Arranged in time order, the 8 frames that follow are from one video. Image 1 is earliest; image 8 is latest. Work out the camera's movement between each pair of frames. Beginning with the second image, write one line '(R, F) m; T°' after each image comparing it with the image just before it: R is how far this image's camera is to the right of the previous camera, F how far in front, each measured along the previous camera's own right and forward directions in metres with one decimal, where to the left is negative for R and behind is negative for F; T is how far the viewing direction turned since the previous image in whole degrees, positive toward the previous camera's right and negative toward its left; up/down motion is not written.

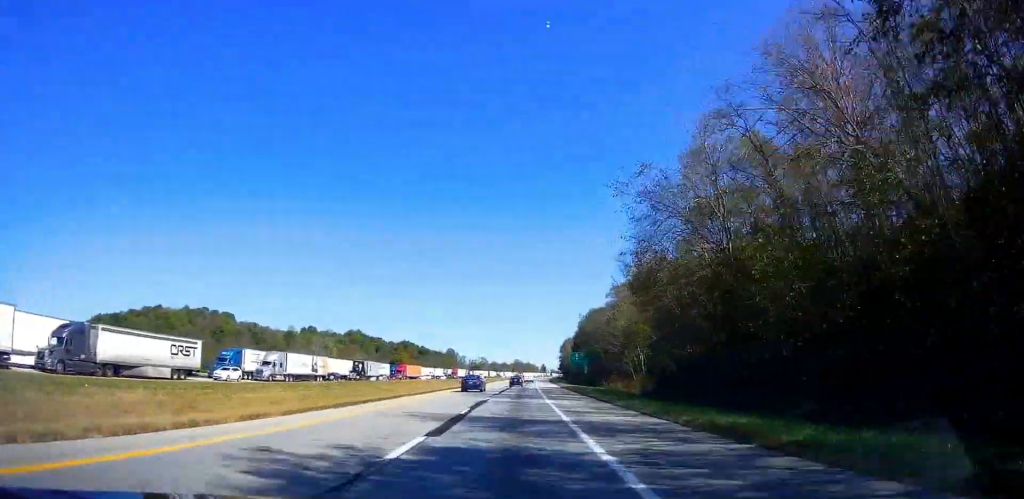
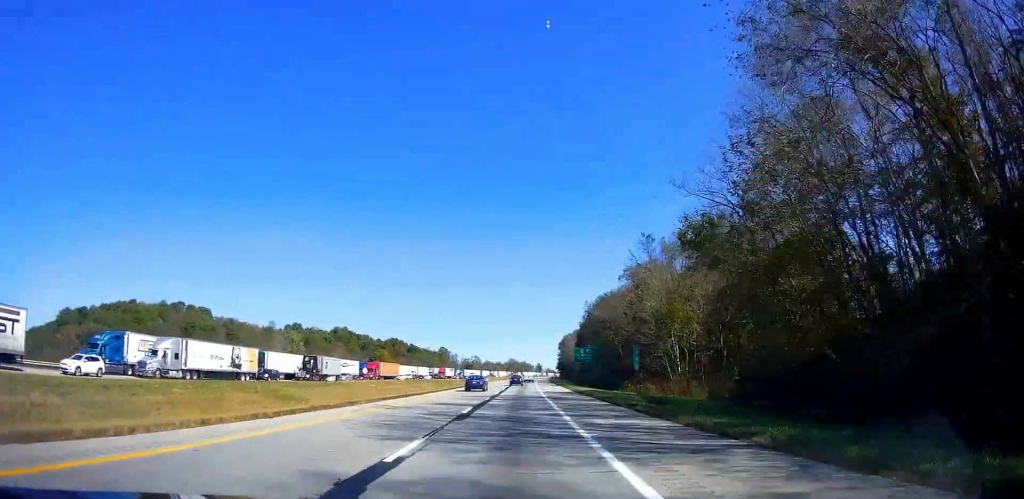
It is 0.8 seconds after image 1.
(0.0, +24.2) m; 0°
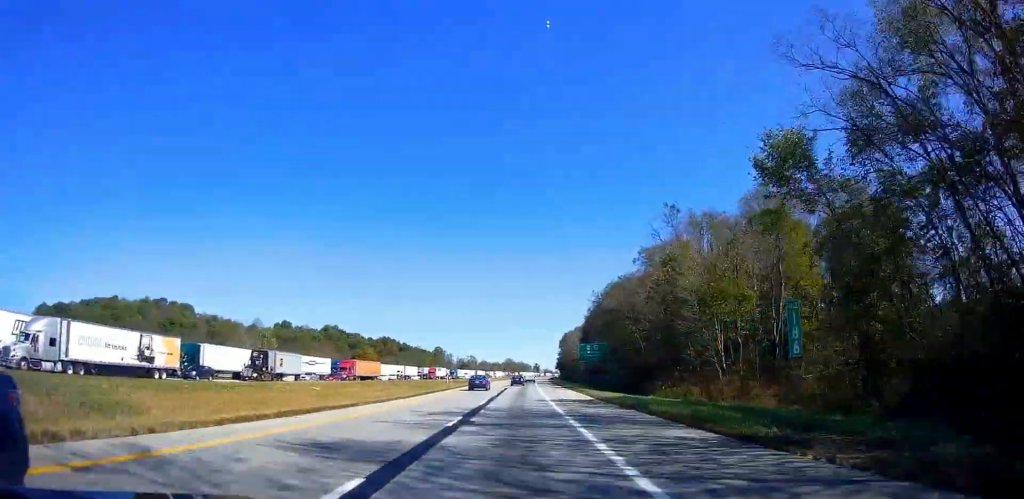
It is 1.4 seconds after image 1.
(0.0, +17.1) m; 0°
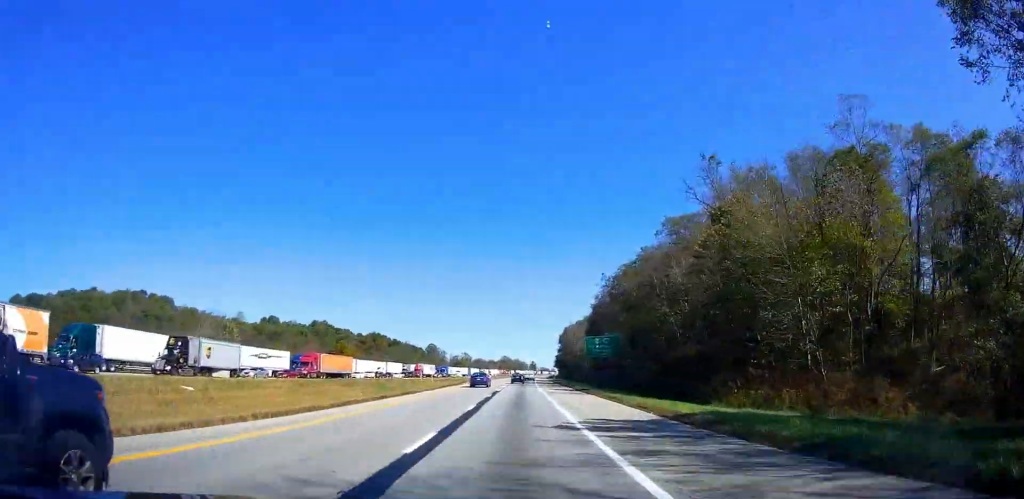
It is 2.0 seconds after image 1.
(0.0, +18.1) m; 0°
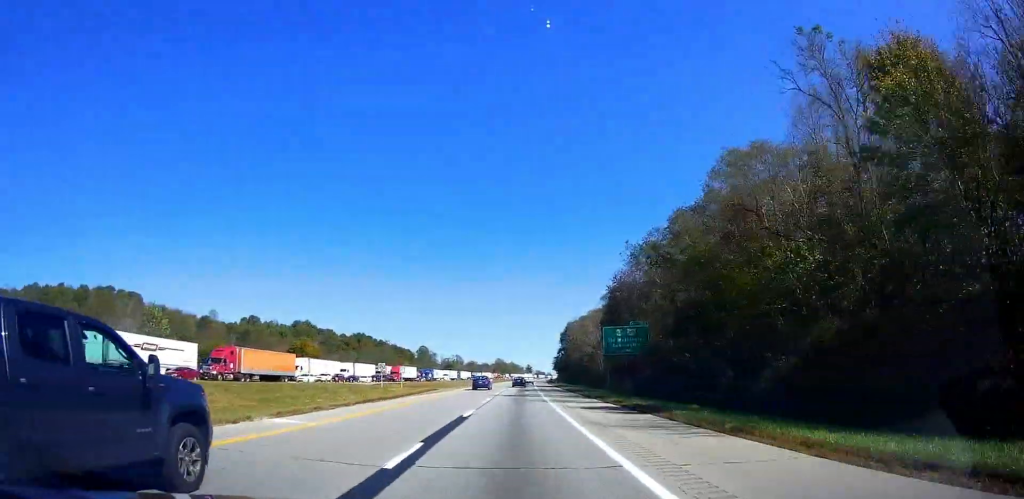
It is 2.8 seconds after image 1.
(0.0, +26.0) m; 0°
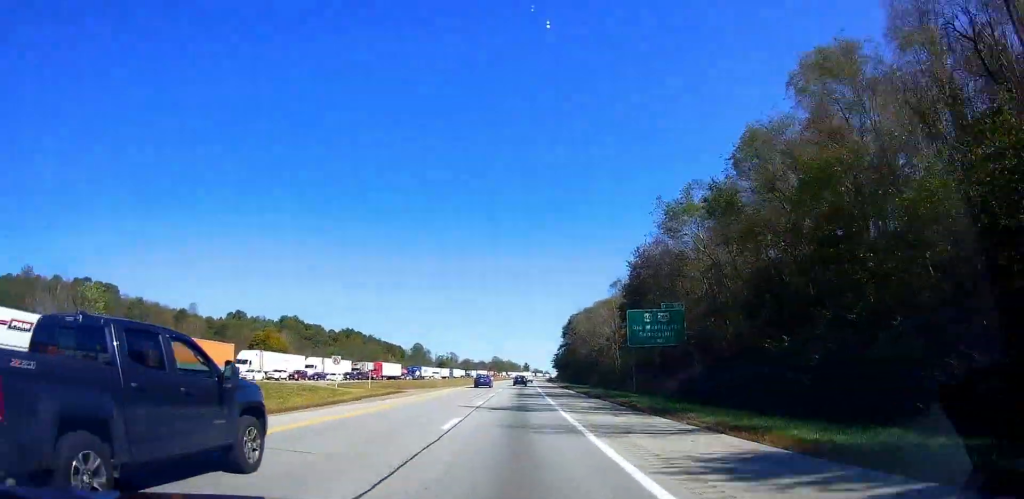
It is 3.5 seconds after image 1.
(0.0, +18.0) m; 0°
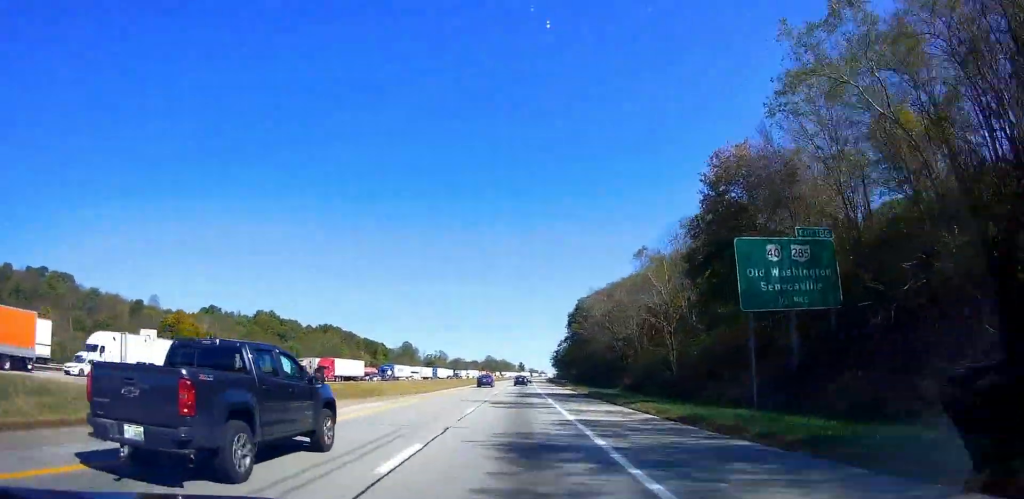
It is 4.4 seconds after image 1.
(0.0, +29.0) m; +1°
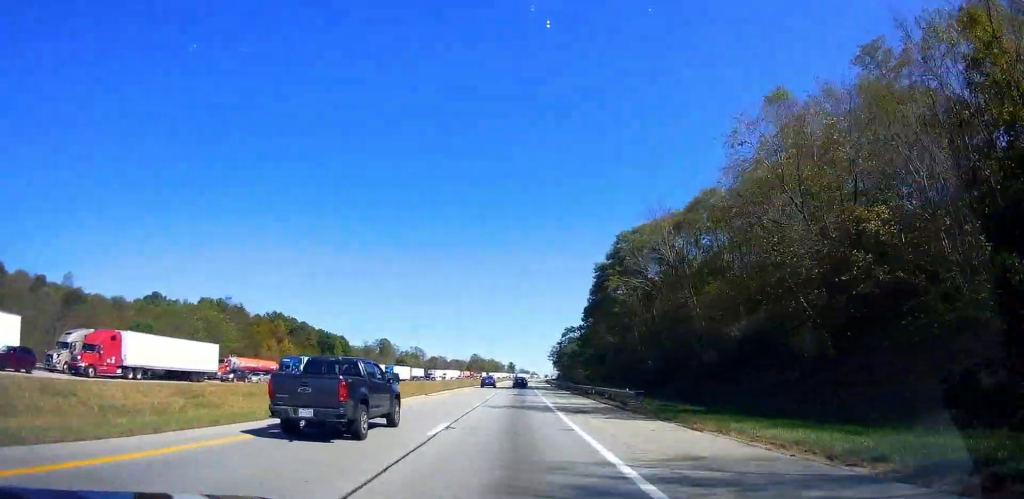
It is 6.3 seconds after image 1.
(+1.5, +55.2) m; +1°
